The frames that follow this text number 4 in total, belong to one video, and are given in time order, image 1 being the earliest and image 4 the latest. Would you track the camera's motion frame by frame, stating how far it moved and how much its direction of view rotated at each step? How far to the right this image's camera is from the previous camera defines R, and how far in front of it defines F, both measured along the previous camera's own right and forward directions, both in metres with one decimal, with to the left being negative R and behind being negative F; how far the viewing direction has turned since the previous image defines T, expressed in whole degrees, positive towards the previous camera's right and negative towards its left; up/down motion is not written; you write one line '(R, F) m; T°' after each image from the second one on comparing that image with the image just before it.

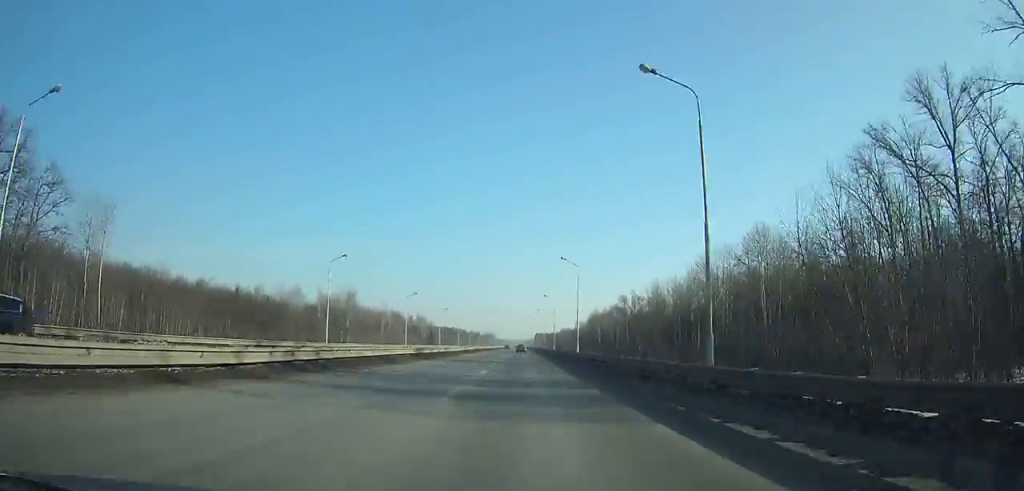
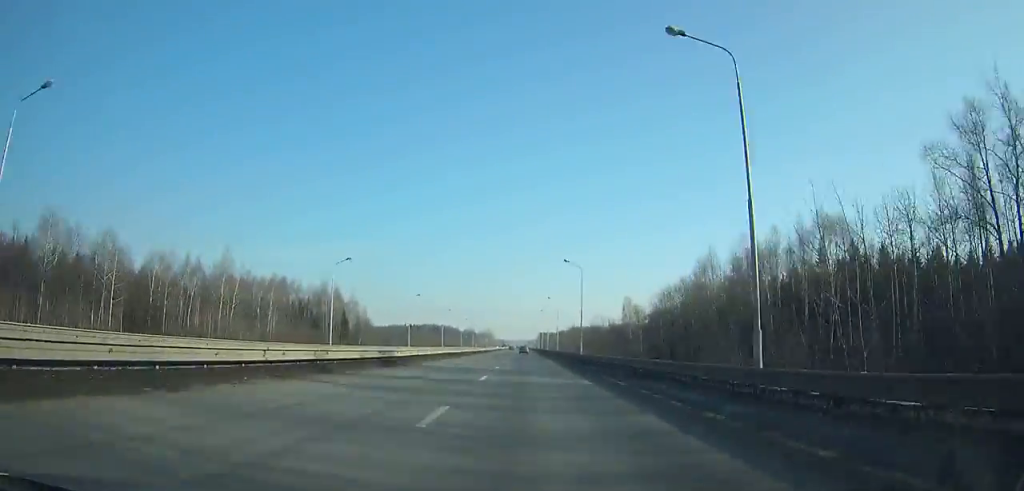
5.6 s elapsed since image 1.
(-0.1, +133.0) m; 0°
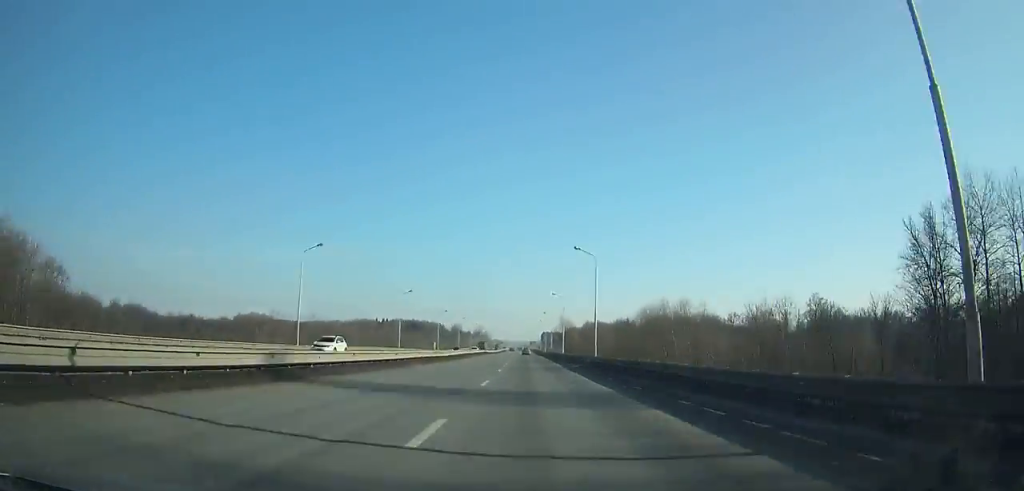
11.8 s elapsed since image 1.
(0.0, +143.0) m; 0°
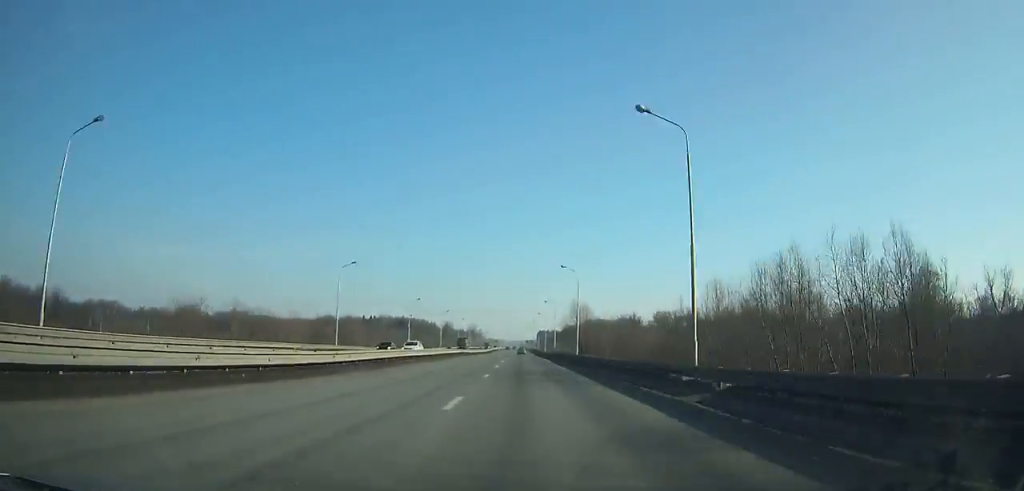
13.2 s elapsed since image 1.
(+0.1, +31.9) m; 0°
